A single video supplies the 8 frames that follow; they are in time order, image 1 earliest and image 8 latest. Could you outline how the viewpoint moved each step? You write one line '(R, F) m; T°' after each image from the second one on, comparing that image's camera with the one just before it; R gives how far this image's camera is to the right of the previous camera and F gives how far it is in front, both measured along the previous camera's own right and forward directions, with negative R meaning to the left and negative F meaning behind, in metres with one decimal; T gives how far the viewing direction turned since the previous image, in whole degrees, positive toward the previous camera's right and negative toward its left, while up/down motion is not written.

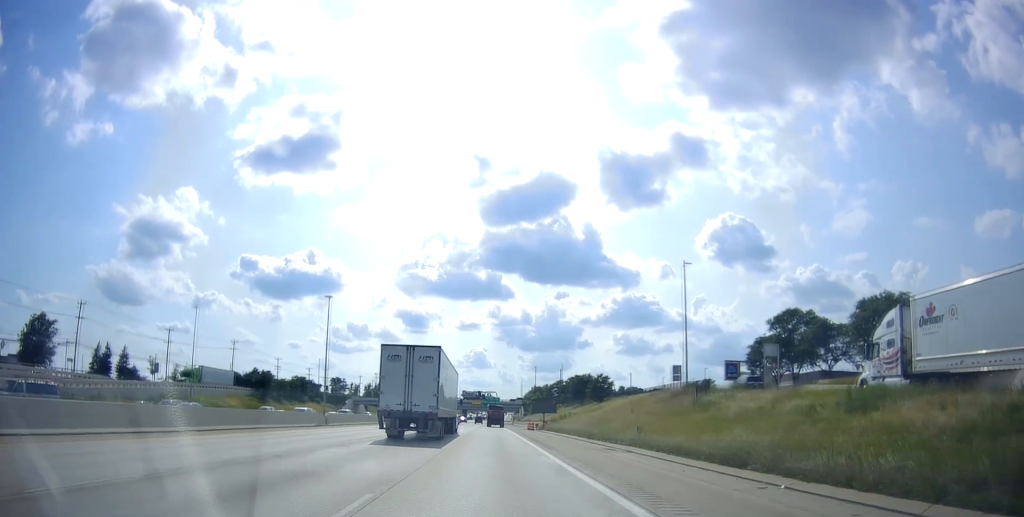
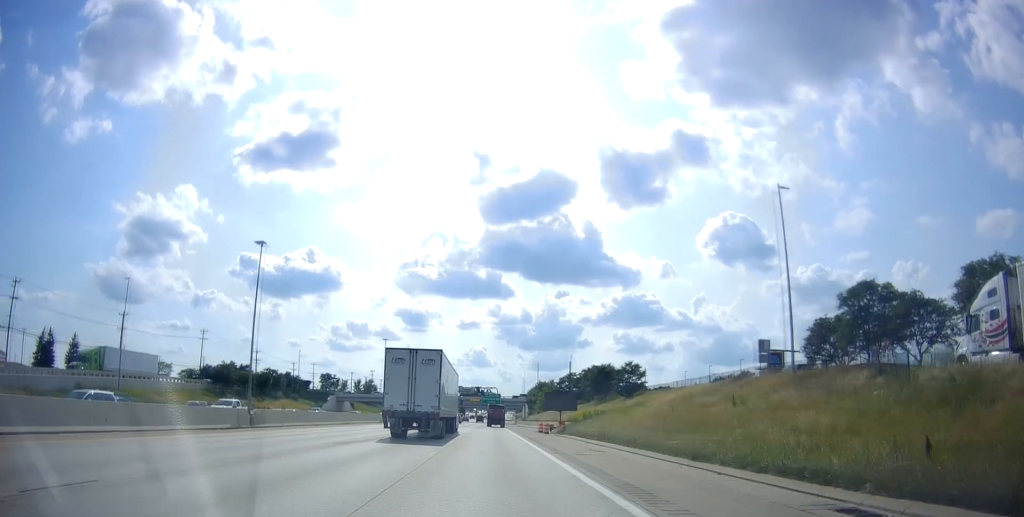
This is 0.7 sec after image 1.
(-0.1, +19.2) m; +1°
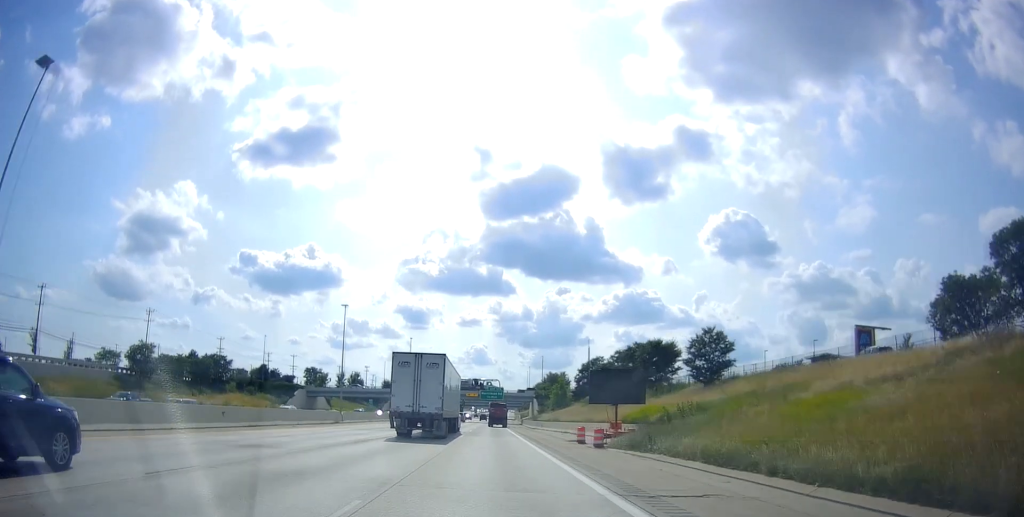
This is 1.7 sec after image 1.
(+0.5, +26.9) m; 0°
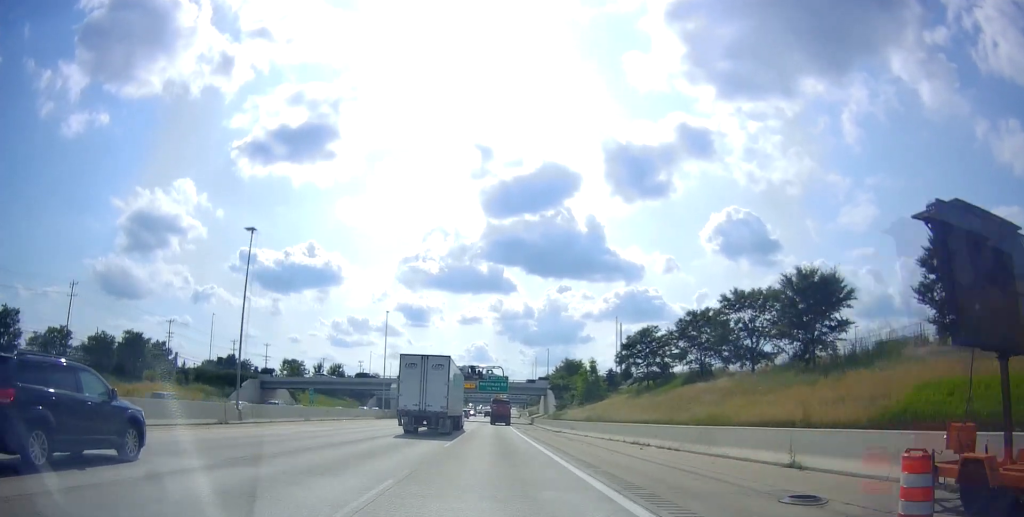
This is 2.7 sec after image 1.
(-0.3, +28.4) m; 0°
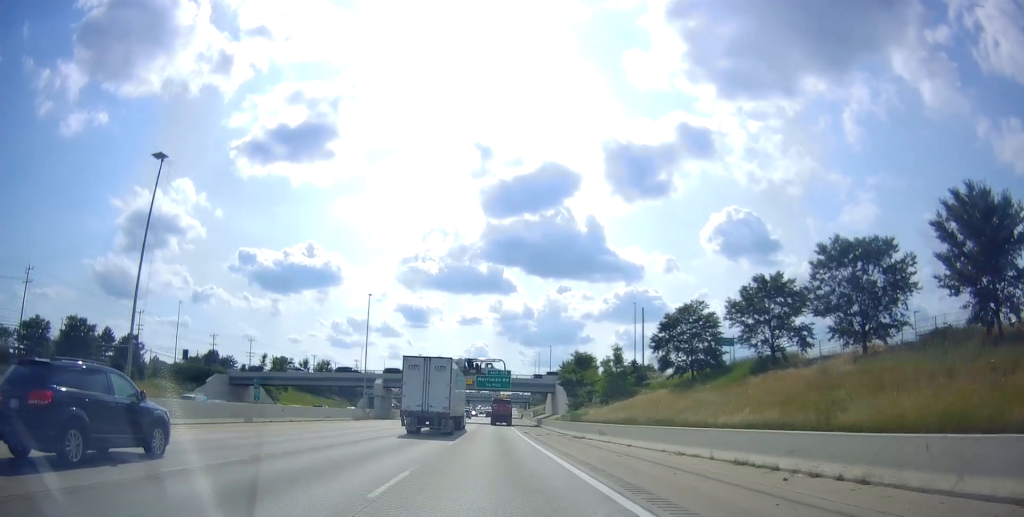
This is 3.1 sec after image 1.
(0.0, +13.4) m; 0°
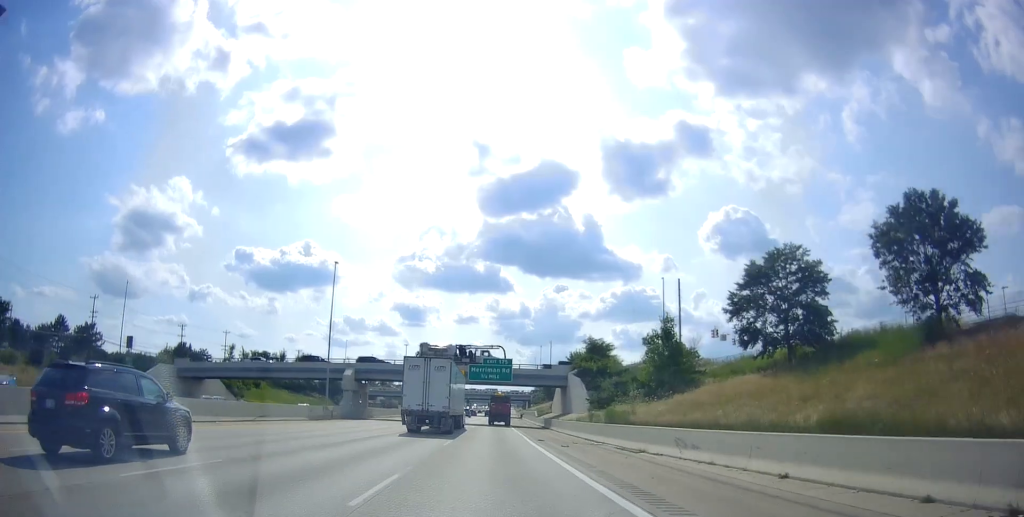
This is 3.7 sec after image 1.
(+0.3, +16.4) m; 0°
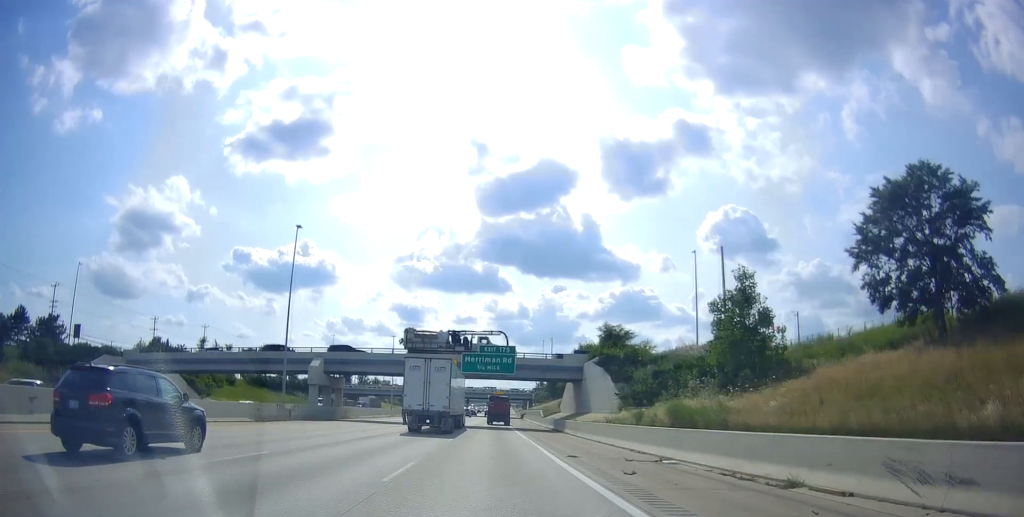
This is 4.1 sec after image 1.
(0.0, +12.6) m; 0°
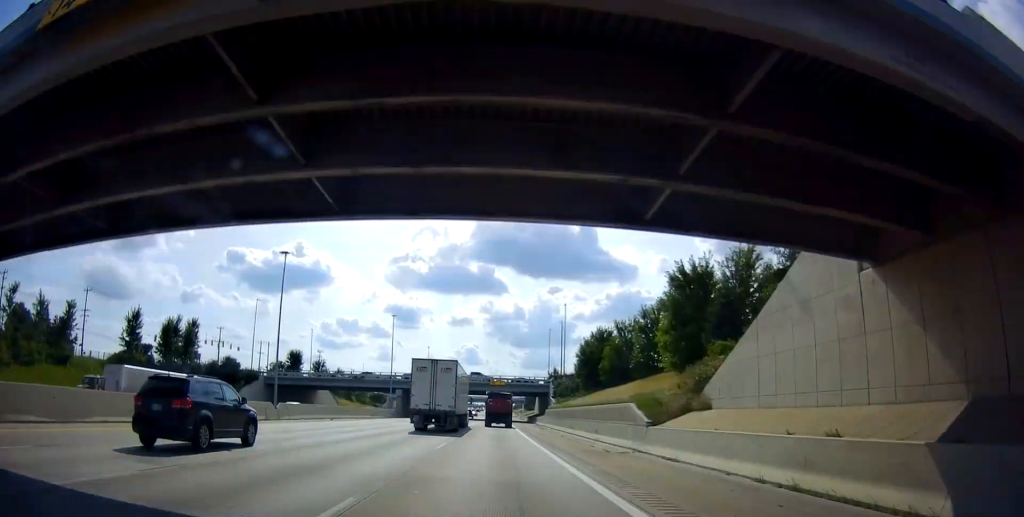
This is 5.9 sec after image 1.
(-0.7, +52.0) m; 0°
